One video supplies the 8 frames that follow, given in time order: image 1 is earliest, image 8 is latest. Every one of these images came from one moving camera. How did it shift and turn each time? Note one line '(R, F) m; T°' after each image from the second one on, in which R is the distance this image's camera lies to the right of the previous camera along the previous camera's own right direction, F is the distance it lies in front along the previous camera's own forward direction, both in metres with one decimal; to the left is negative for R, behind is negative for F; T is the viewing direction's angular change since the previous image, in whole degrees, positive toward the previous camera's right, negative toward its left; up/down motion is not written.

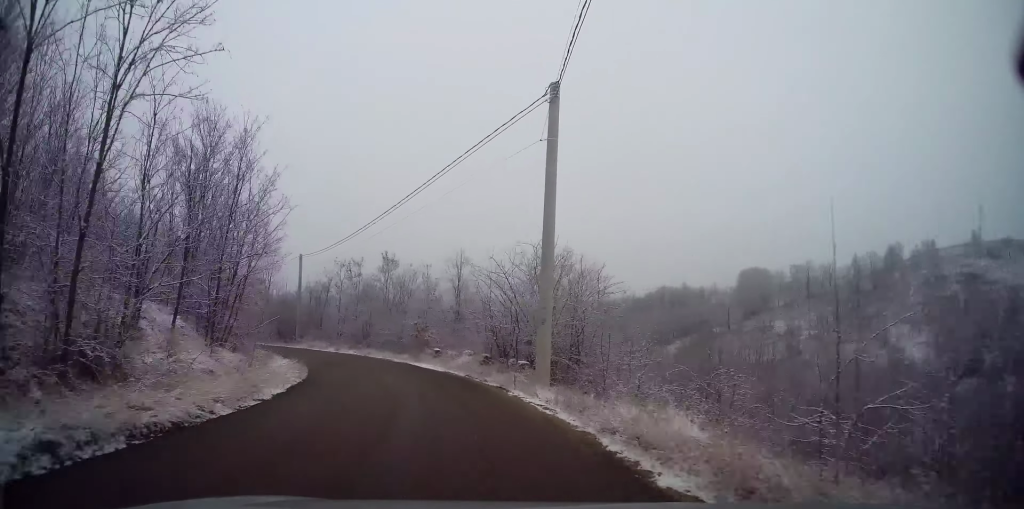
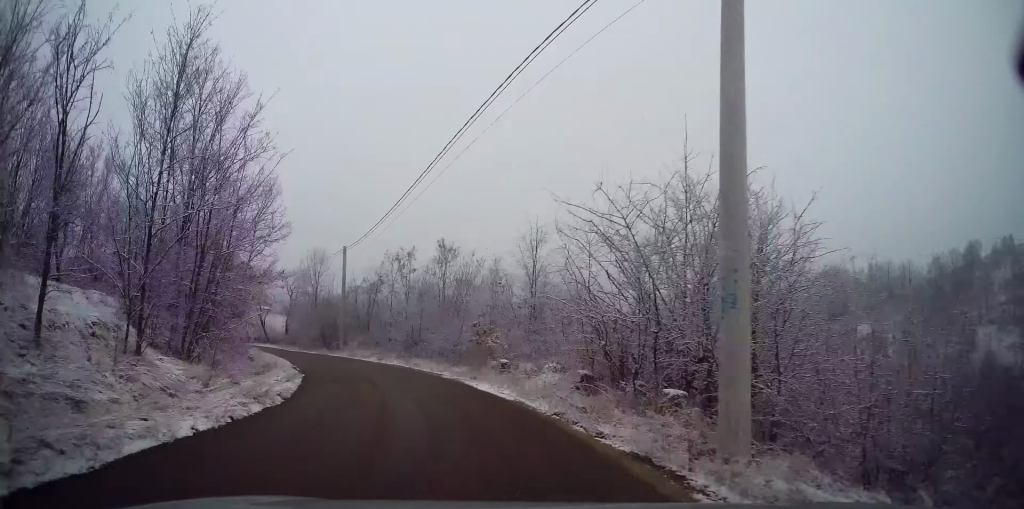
(0.0, +8.3) m; -6°
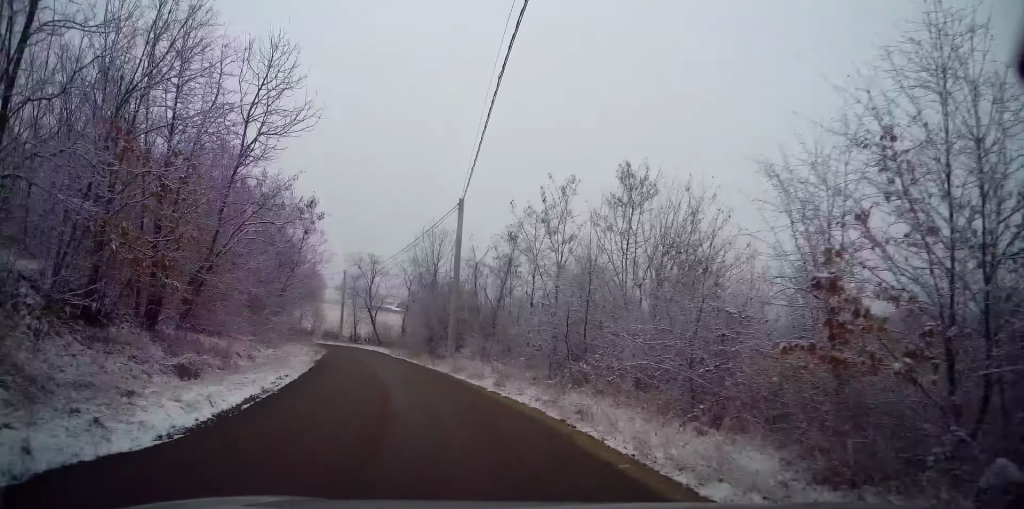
(-2.2, +16.6) m; -16°
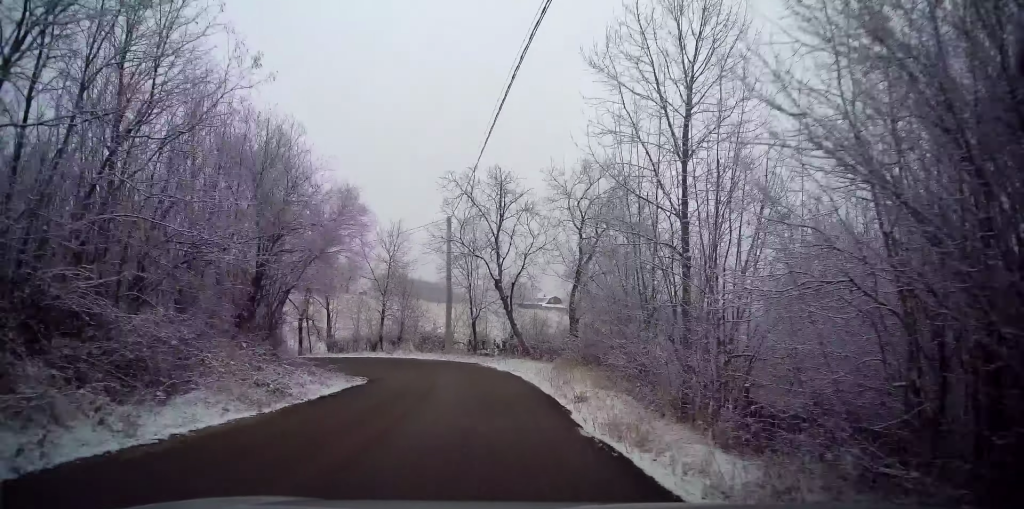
(-5.8, +29.3) m; -17°
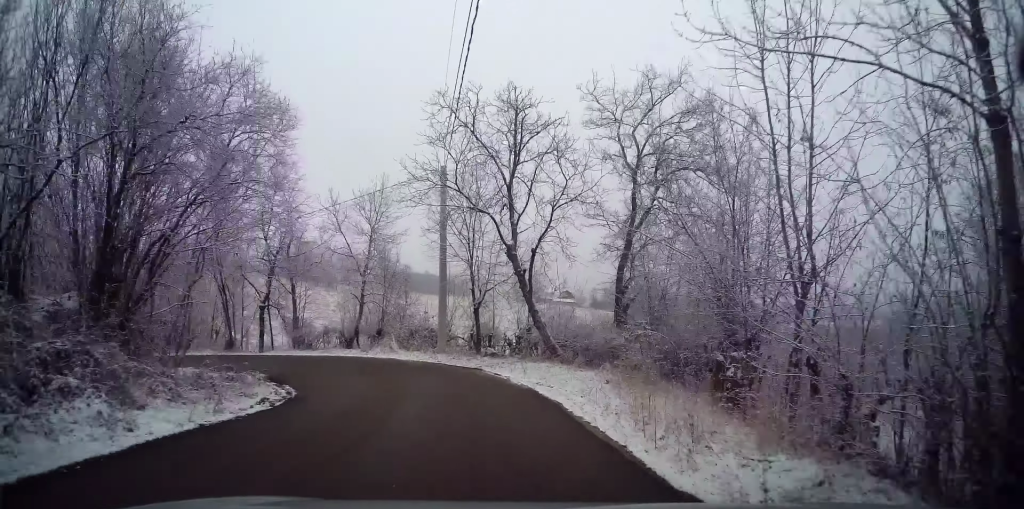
(-0.3, +8.9) m; -1°
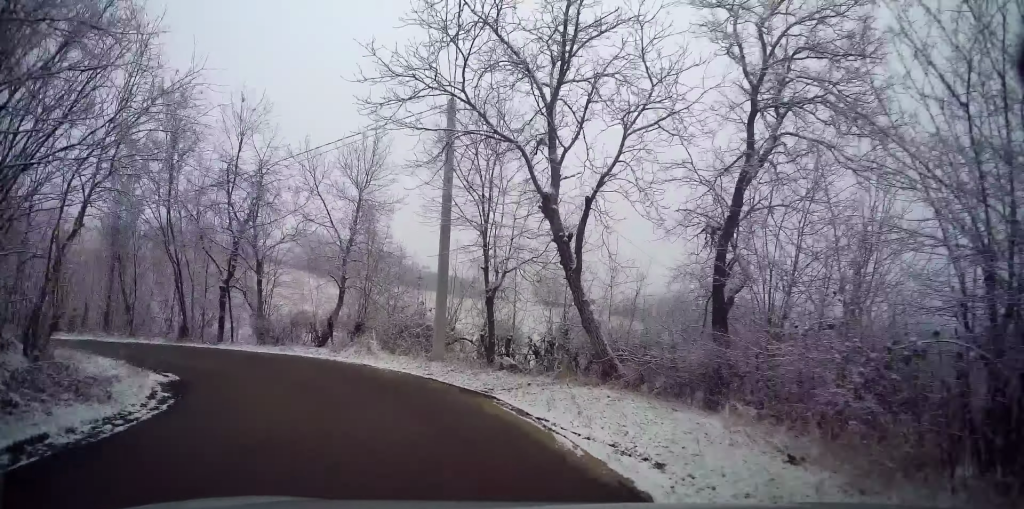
(-0.1, +7.9) m; -5°
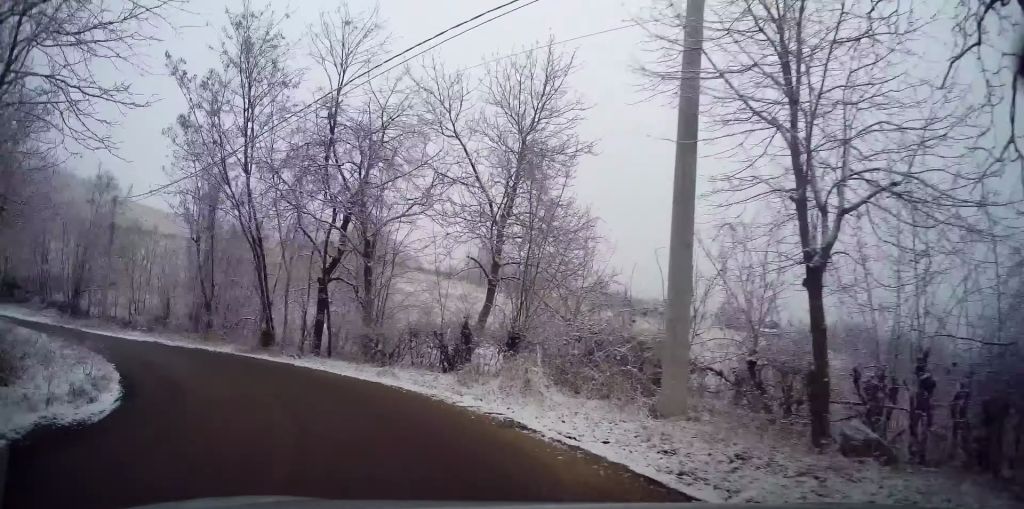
(-0.6, +9.9) m; -16°
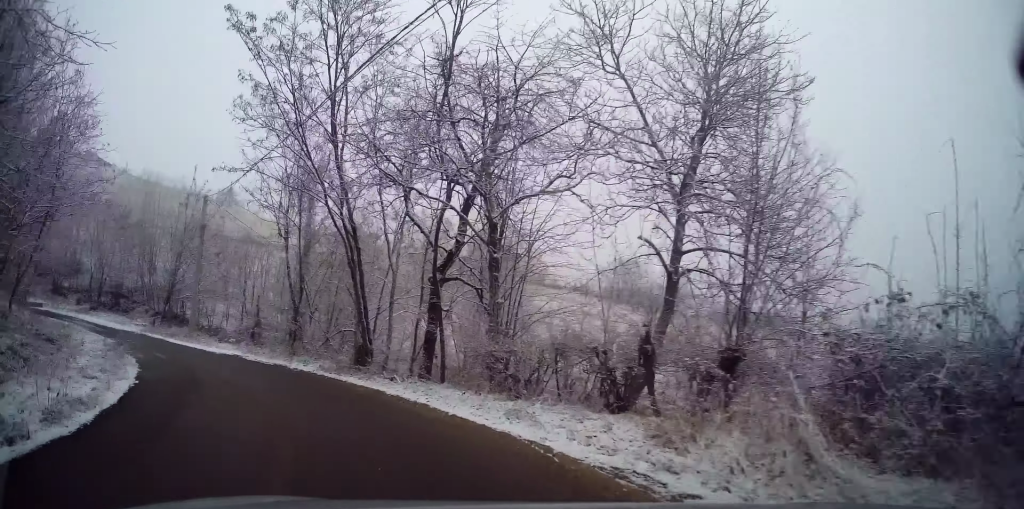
(-0.5, +5.1) m; -13°
